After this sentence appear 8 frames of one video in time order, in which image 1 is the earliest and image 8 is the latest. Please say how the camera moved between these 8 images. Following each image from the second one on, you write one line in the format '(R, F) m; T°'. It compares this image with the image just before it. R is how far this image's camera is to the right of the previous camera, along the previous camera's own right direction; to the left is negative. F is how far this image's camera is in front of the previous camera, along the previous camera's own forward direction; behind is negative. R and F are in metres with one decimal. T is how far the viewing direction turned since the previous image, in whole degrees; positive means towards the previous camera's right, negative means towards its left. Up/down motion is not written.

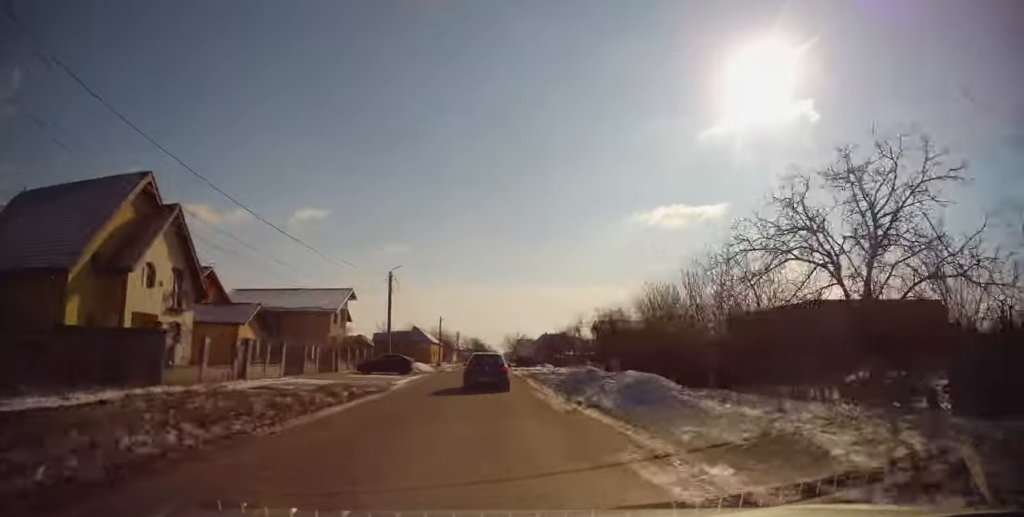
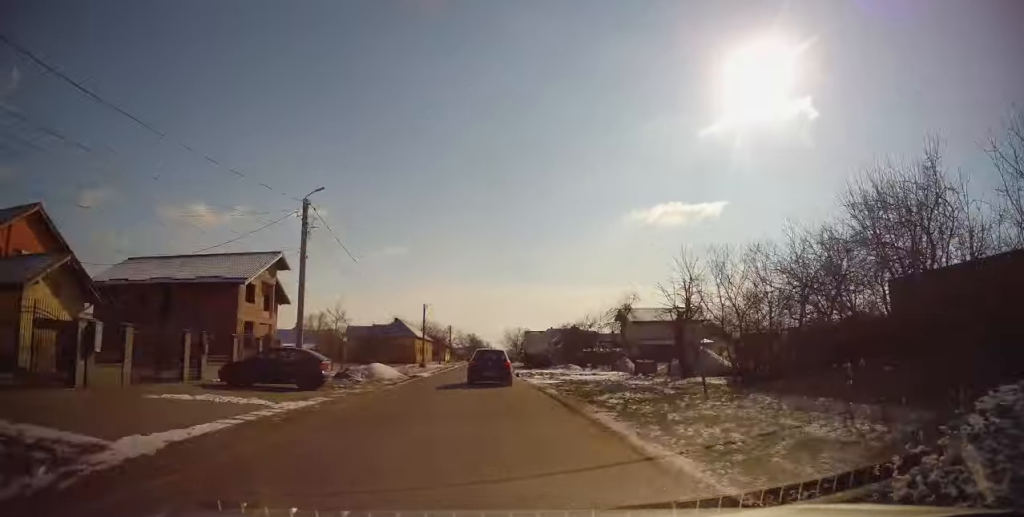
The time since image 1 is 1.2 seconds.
(+0.2, +20.4) m; +1°
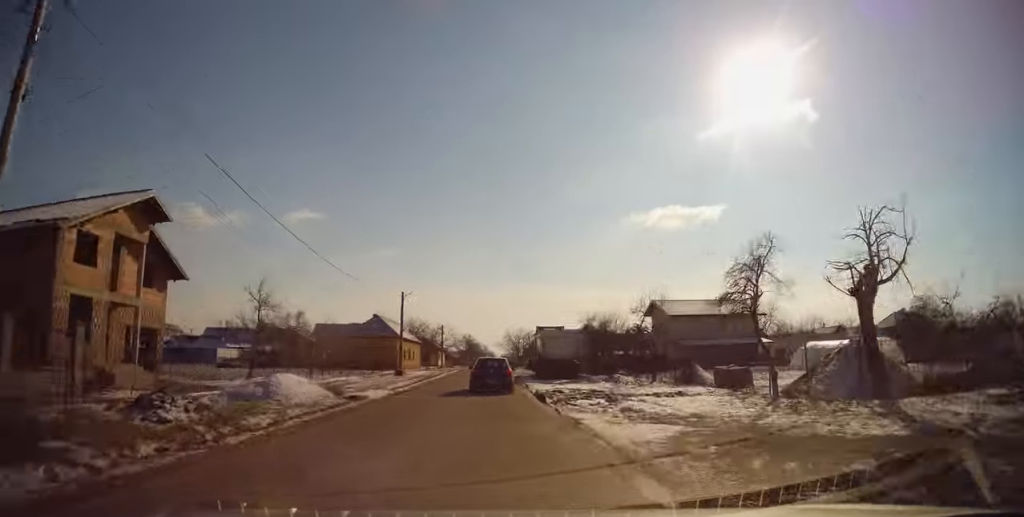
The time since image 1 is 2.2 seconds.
(+0.1, +16.5) m; -1°
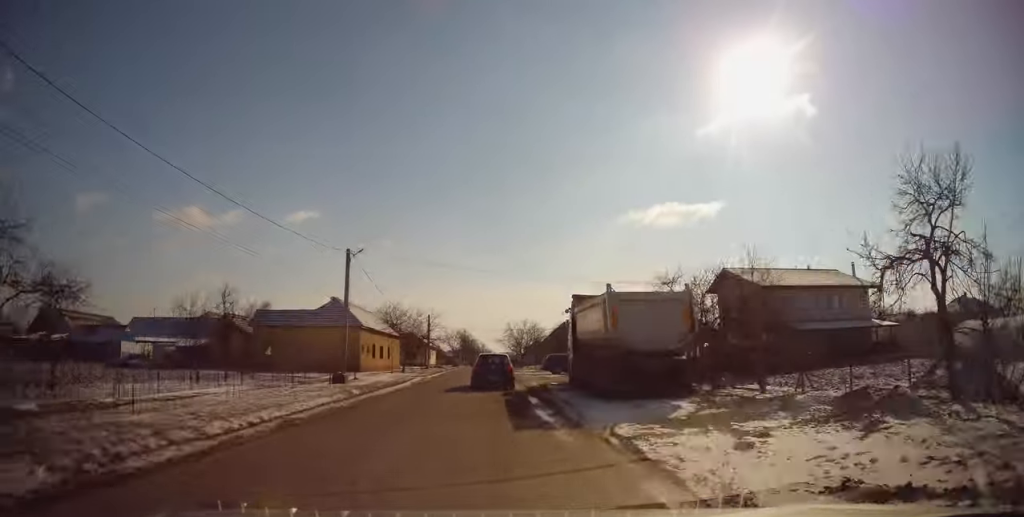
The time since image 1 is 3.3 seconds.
(-0.4, +20.0) m; 0°
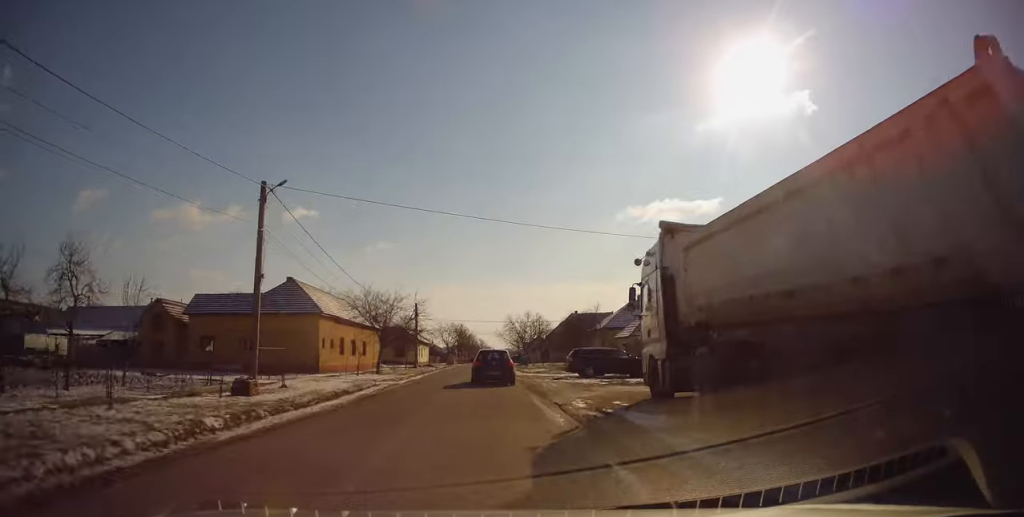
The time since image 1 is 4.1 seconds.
(+0.3, +12.7) m; +1°
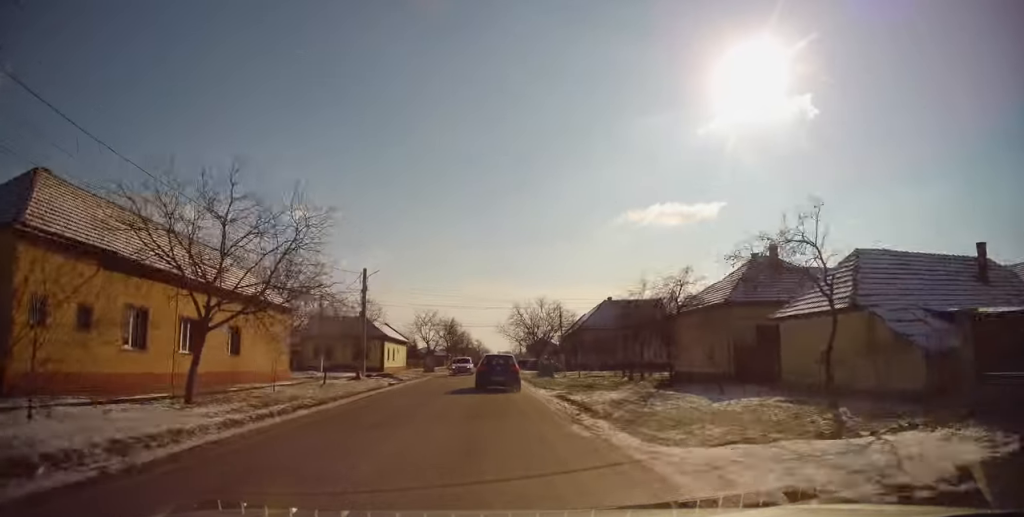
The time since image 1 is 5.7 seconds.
(+0.2, +28.2) m; 0°
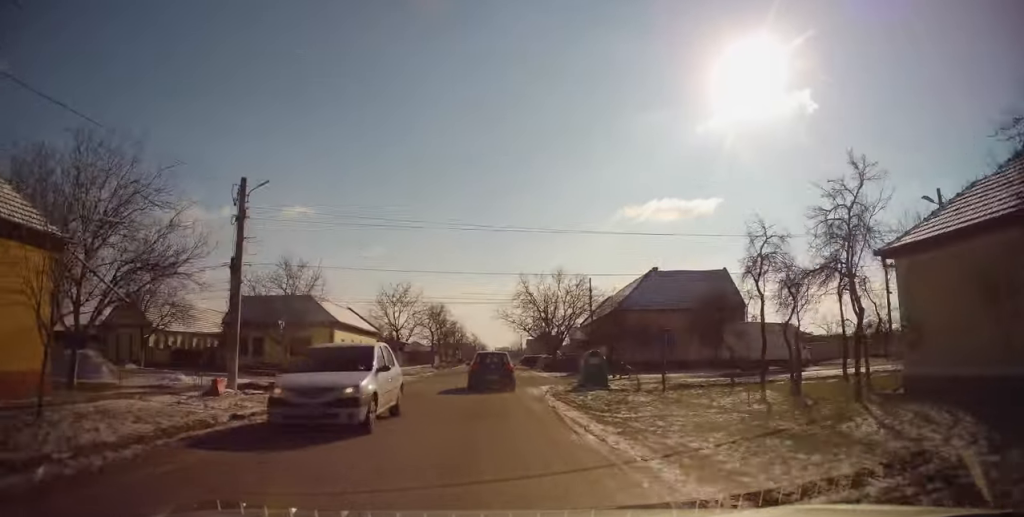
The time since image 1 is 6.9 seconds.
(0.0, +20.6) m; 0°
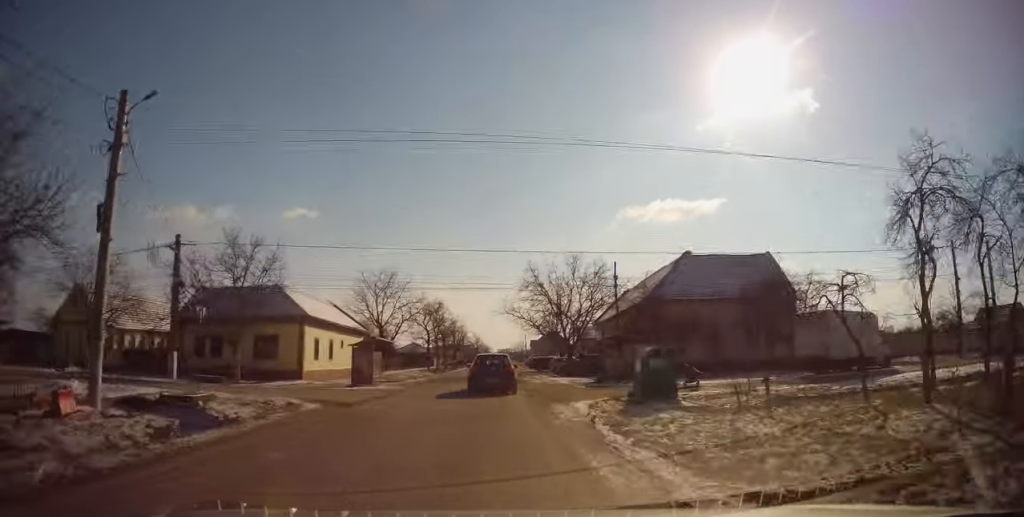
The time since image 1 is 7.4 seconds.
(0.0, +8.0) m; 0°
